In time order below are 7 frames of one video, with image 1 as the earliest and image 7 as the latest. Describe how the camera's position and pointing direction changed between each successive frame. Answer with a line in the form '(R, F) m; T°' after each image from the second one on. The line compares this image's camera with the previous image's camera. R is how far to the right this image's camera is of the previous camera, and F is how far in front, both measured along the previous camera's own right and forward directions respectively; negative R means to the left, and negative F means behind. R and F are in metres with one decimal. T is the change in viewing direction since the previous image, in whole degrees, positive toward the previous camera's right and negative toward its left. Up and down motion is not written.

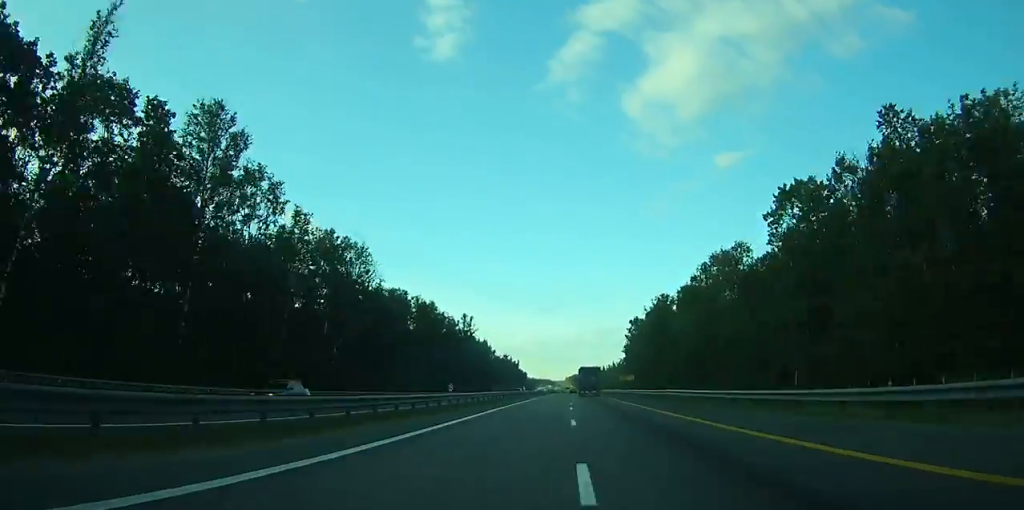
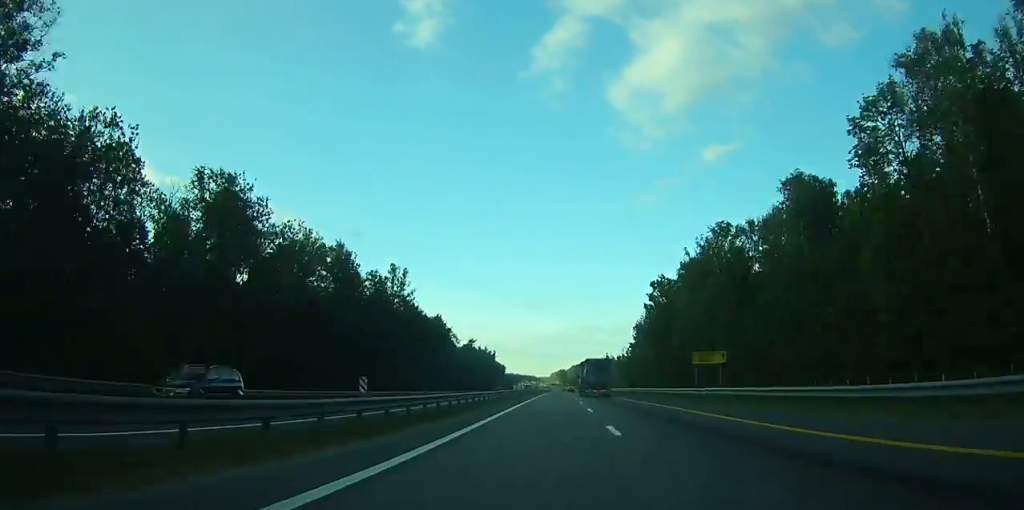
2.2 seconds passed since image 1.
(0.0, +64.2) m; 0°
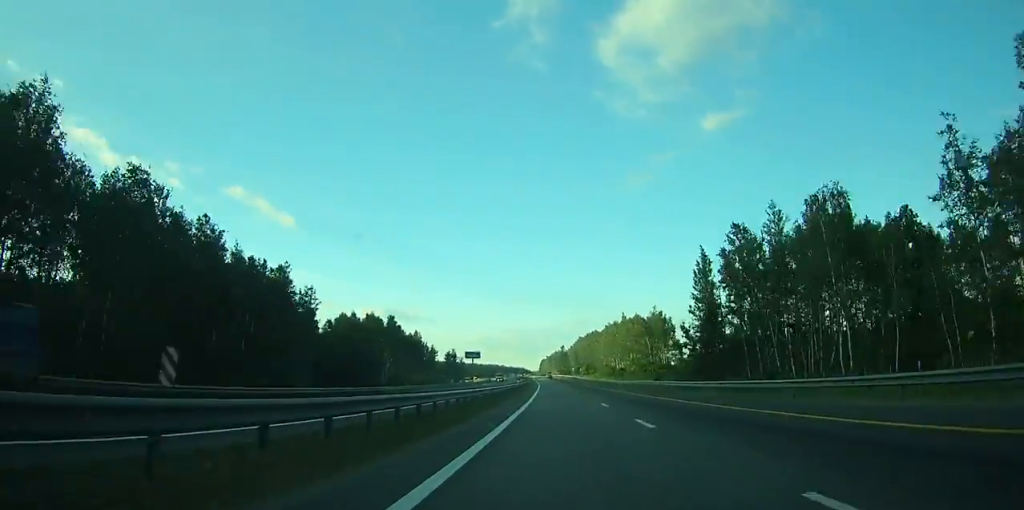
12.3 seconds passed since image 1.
(+2.8, +286.6) m; 0°
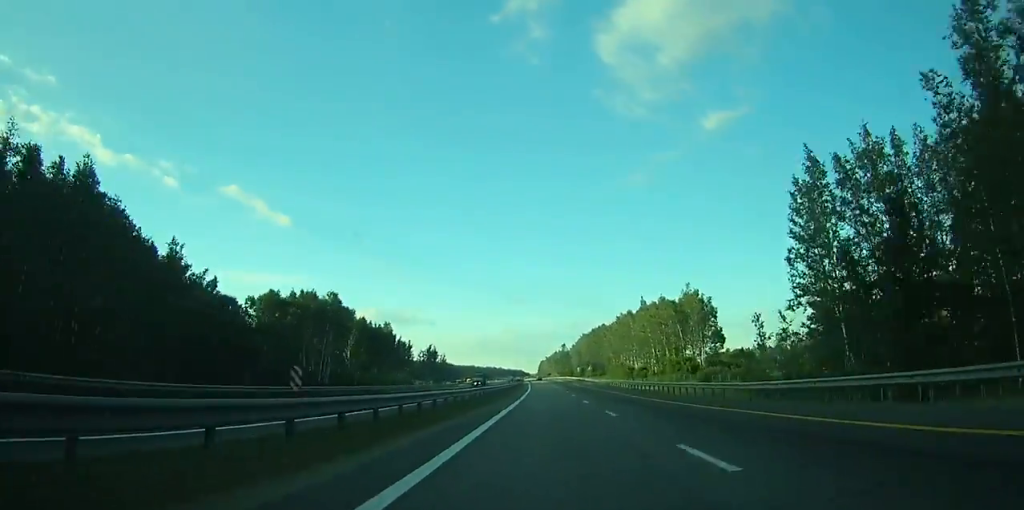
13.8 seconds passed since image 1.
(+0.1, +40.9) m; 0°
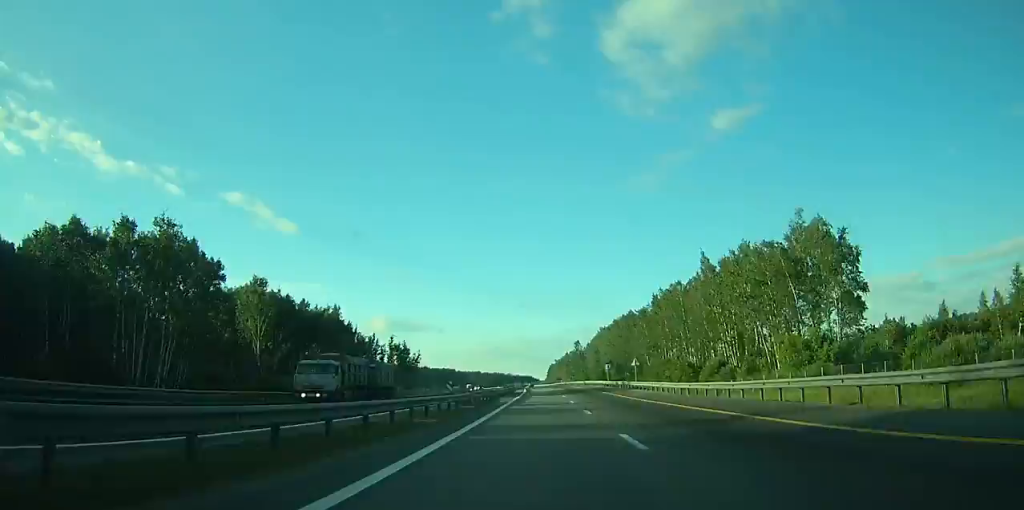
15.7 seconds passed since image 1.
(-0.3, +58.6) m; -1°
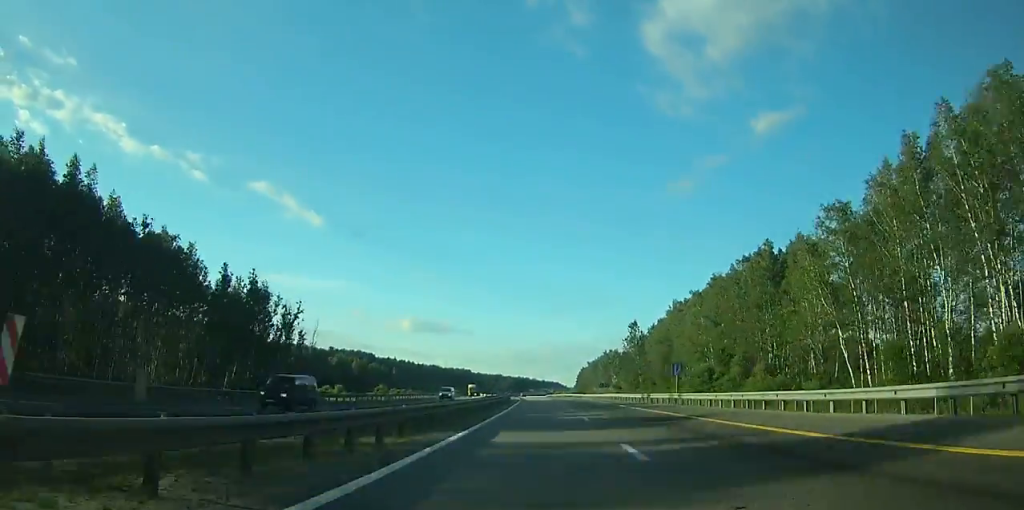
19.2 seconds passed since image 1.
(-1.8, +104.1) m; -3°
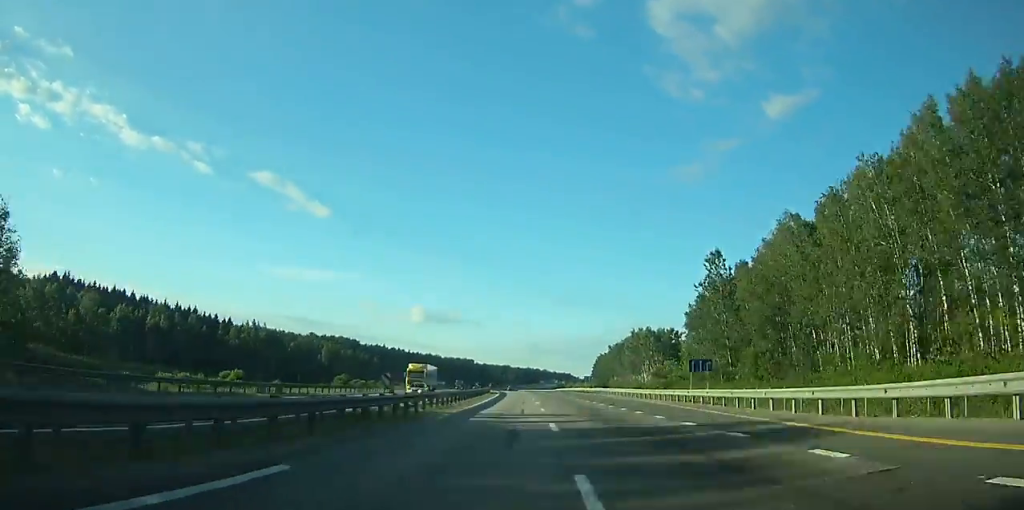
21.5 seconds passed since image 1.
(-1.1, +68.8) m; -2°
